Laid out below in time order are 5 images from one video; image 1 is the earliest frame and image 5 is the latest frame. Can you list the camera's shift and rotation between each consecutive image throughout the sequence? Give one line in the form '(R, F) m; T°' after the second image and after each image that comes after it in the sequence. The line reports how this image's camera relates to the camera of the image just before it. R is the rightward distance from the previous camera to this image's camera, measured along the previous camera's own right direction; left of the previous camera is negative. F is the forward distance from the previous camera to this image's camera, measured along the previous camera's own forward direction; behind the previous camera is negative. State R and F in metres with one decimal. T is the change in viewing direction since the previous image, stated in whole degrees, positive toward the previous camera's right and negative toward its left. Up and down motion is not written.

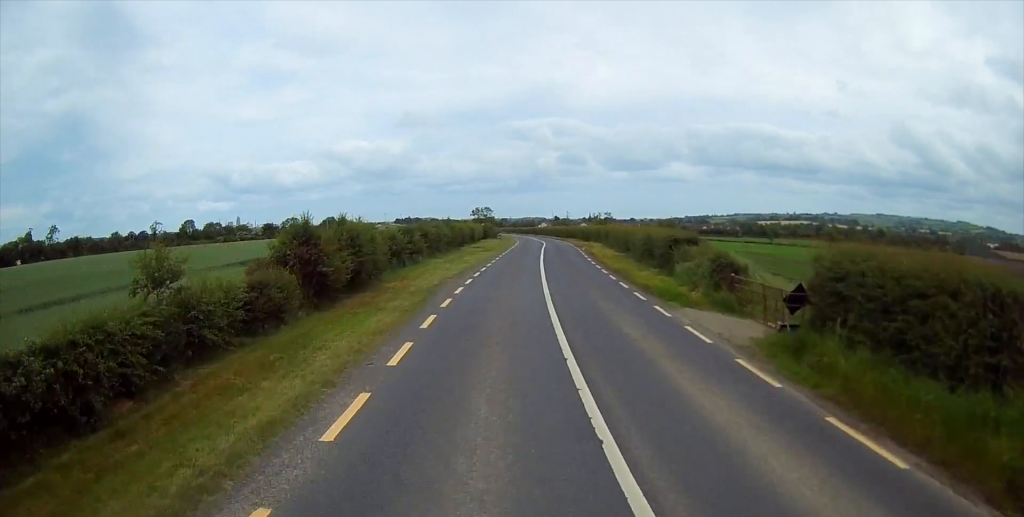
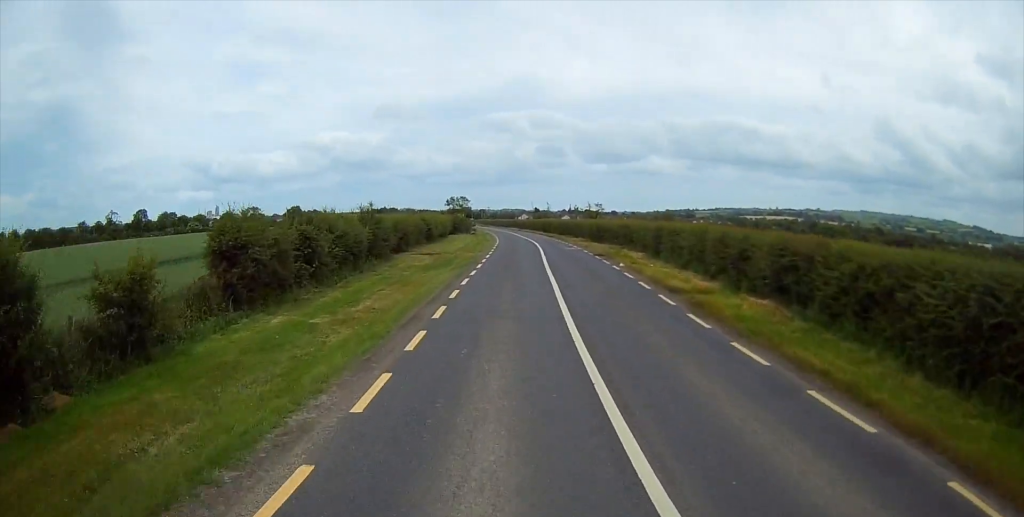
(+0.8, +31.4) m; +3°
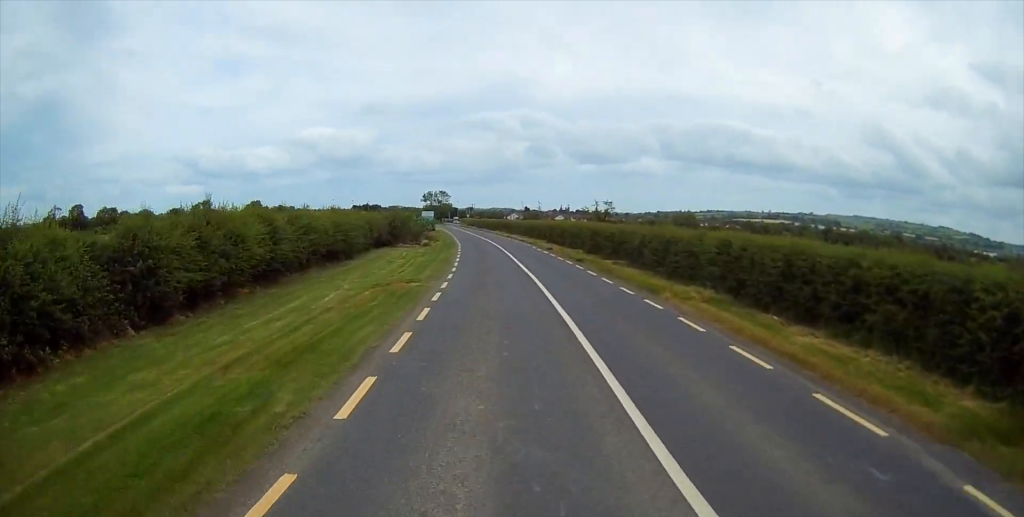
(+0.7, +48.8) m; +1°
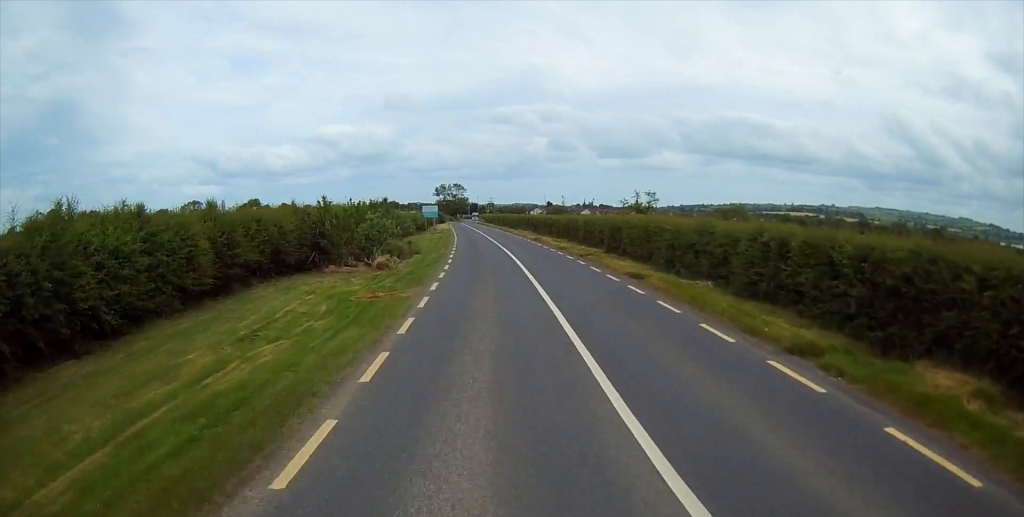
(0.0, +30.5) m; -2°
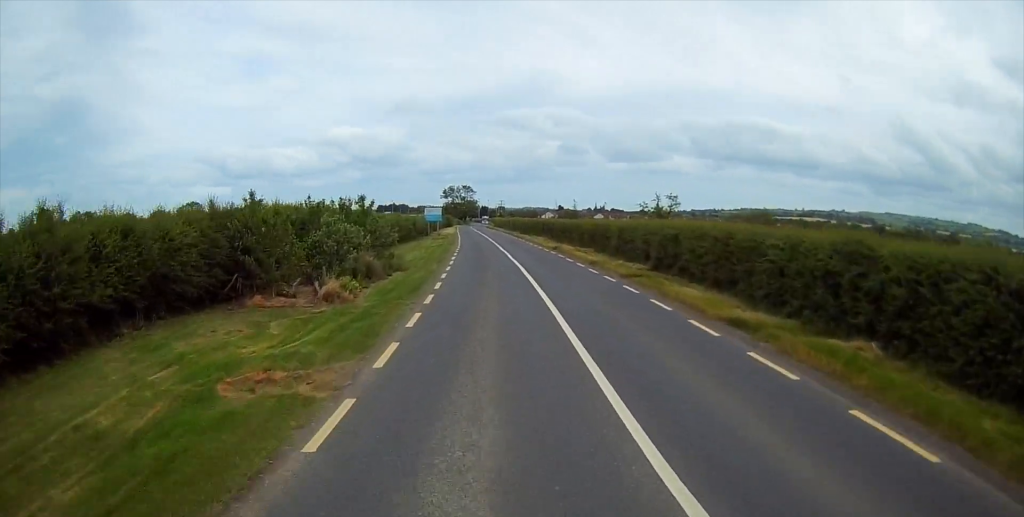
(-0.3, +11.0) m; -1°
